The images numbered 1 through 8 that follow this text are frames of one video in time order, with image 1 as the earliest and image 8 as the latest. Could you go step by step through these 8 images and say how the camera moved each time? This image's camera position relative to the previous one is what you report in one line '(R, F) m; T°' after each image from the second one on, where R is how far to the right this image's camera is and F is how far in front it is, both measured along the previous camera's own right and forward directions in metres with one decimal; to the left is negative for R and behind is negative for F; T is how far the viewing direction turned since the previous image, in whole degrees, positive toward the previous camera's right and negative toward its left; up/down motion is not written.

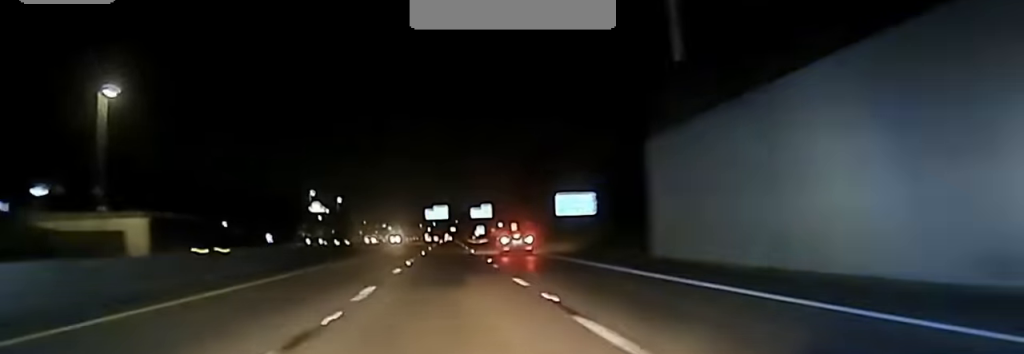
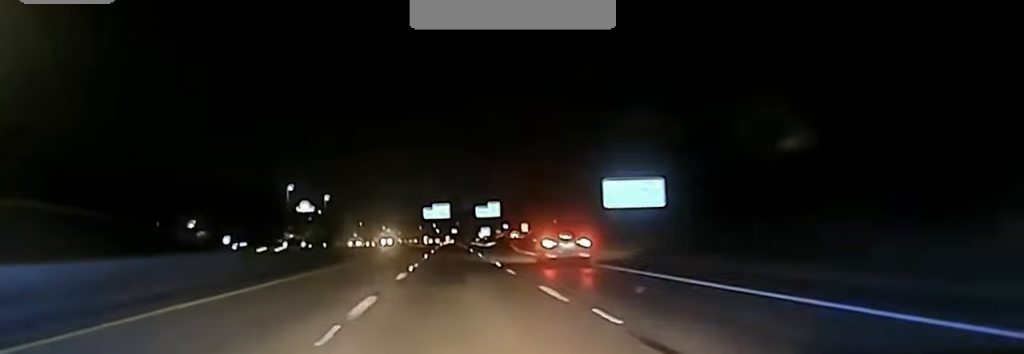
(0.0, +26.4) m; 0°
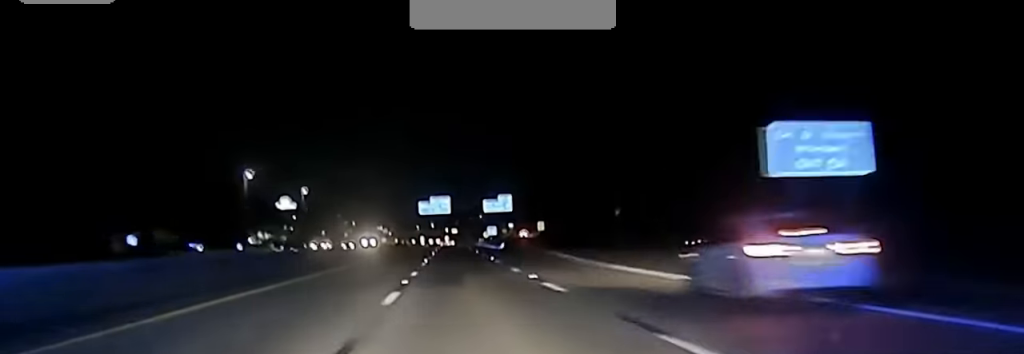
(0.0, +35.2) m; 0°
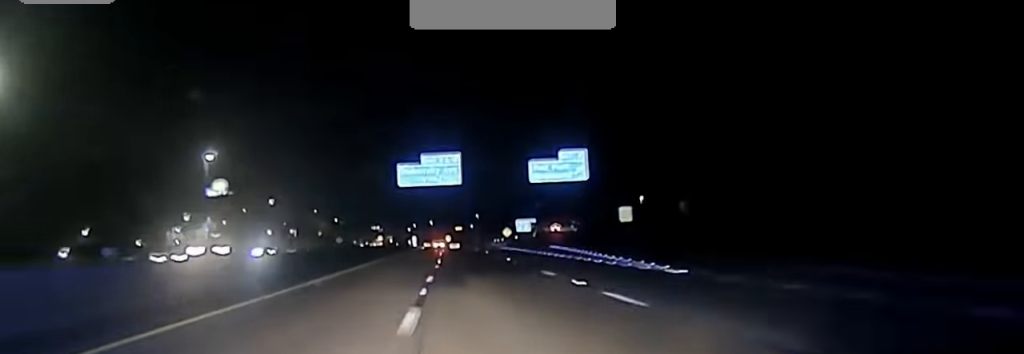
(-0.4, +78.4) m; 0°
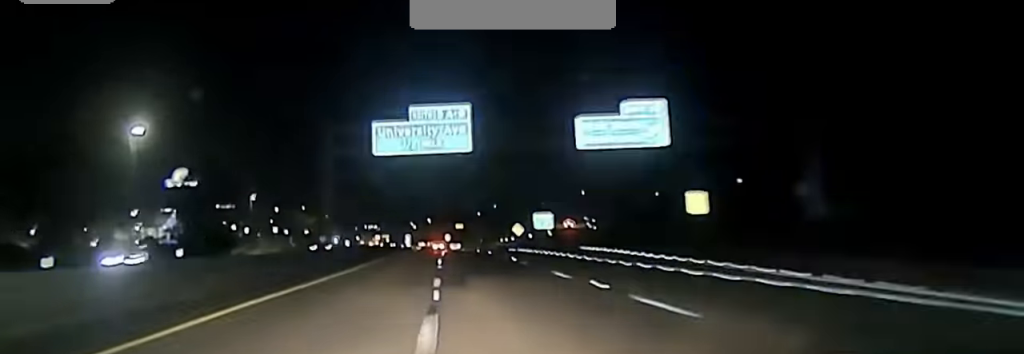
(+0.2, +30.3) m; 0°
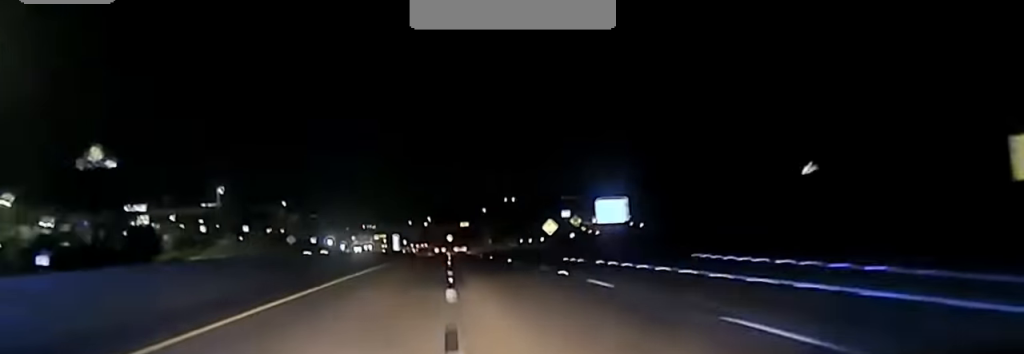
(+0.2, +44.5) m; 0°
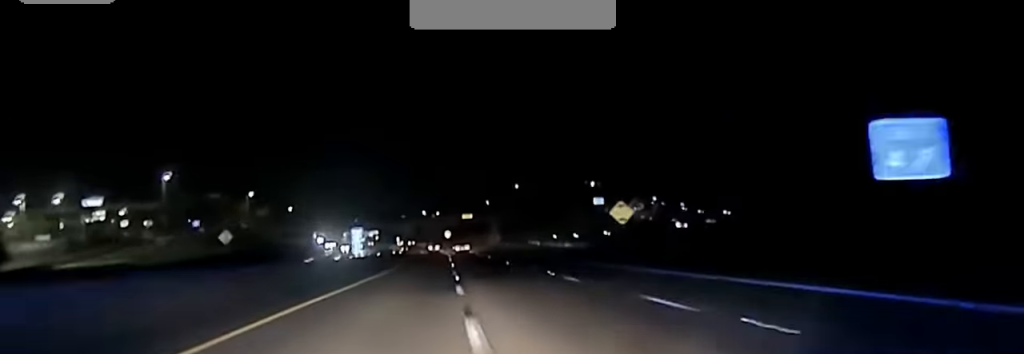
(+0.1, +46.4) m; 0°
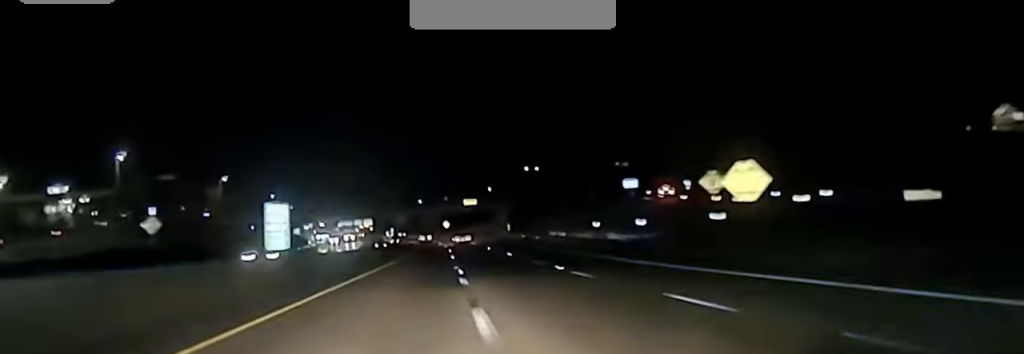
(0.0, +30.2) m; 0°
